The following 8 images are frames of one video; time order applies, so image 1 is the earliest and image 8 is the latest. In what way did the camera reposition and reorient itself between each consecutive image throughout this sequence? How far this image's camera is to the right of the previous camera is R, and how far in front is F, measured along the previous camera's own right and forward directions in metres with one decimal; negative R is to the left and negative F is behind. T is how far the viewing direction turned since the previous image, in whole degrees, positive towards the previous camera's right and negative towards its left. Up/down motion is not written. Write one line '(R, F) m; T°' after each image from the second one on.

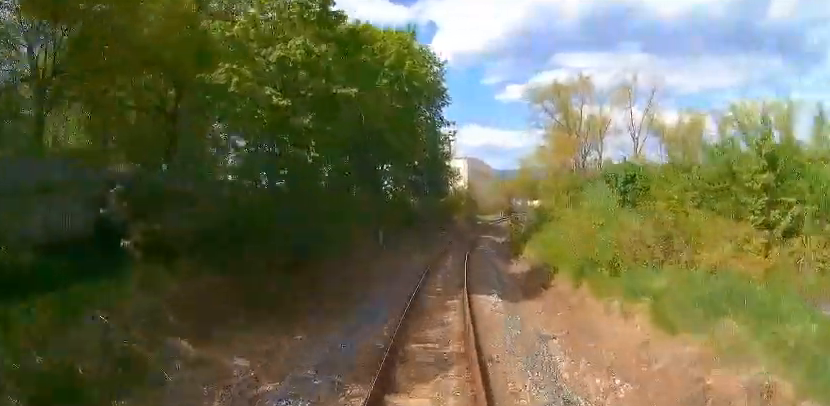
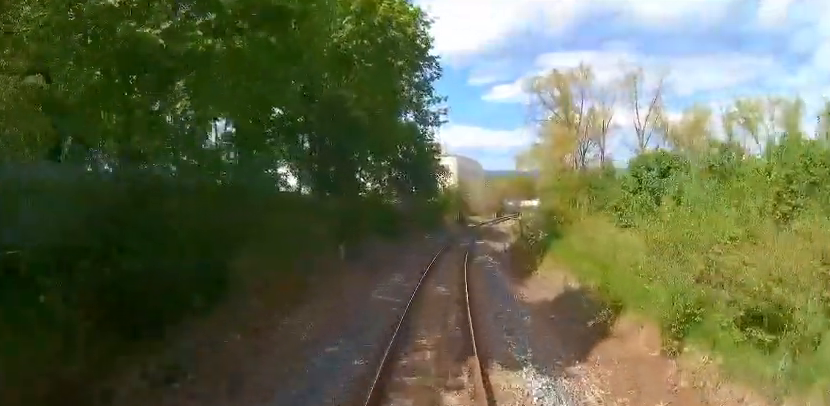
(0.0, +6.7) m; 0°
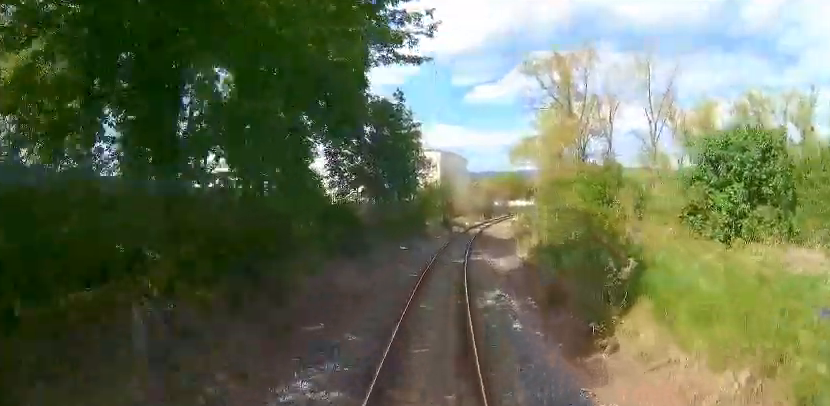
(0.0, +10.2) m; +2°
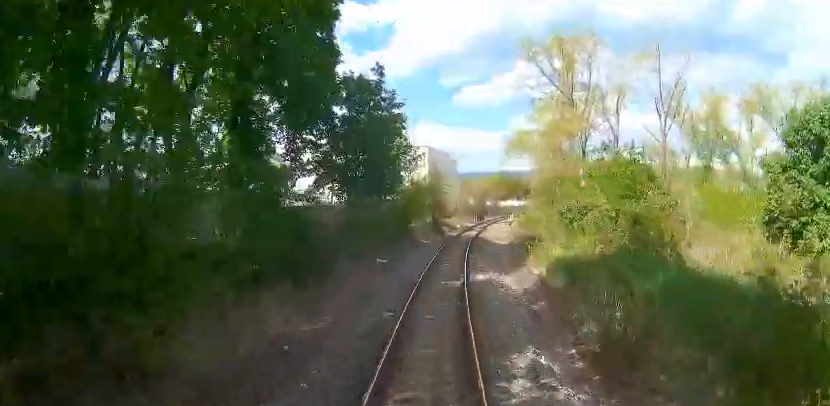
(0.0, +6.1) m; +2°
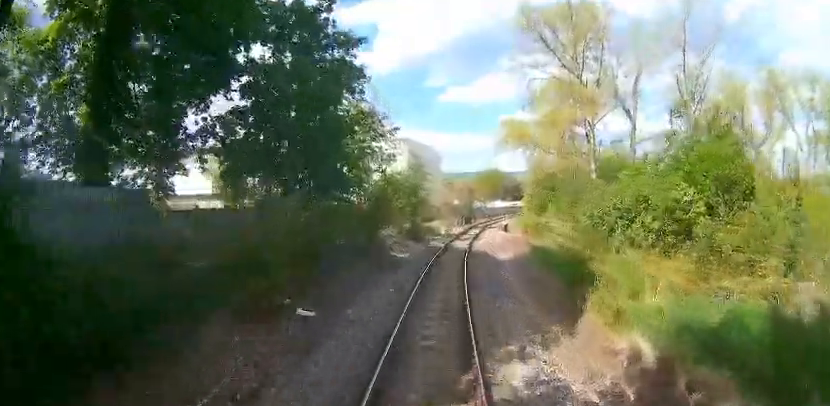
(+0.4, +10.1) m; +4°
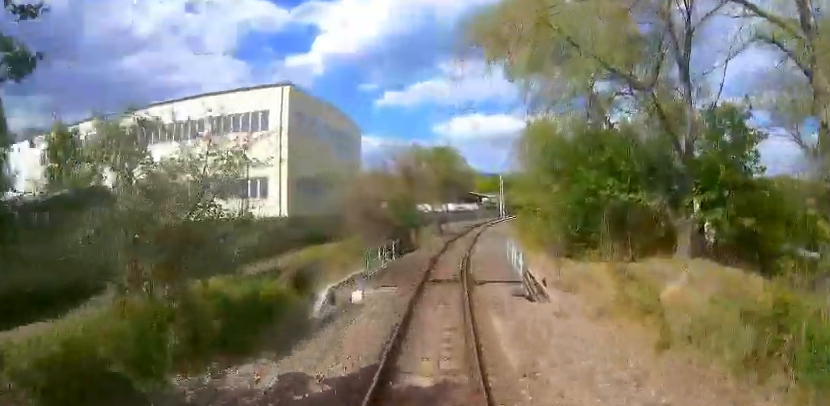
(+2.7, +36.2) m; +8°
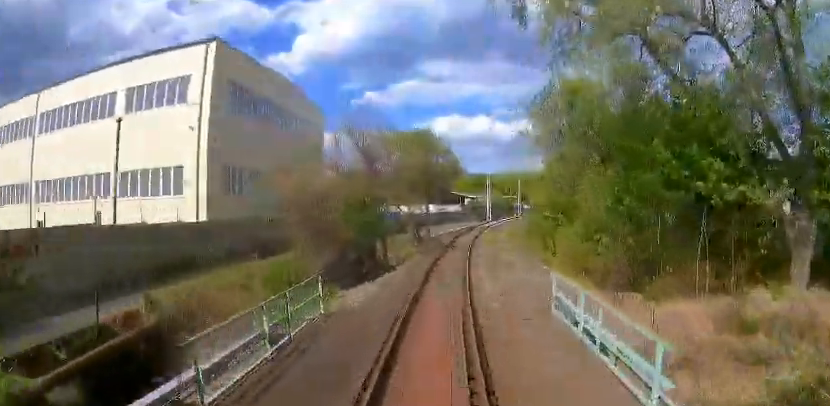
(+0.4, +11.0) m; +4°
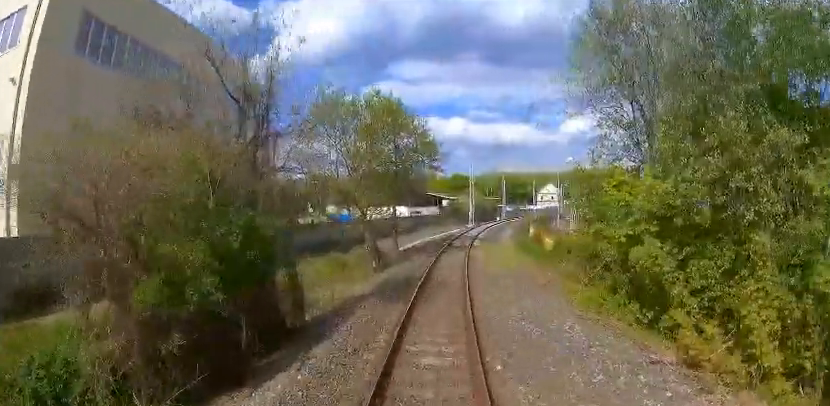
(+0.3, +13.1) m; +2°
